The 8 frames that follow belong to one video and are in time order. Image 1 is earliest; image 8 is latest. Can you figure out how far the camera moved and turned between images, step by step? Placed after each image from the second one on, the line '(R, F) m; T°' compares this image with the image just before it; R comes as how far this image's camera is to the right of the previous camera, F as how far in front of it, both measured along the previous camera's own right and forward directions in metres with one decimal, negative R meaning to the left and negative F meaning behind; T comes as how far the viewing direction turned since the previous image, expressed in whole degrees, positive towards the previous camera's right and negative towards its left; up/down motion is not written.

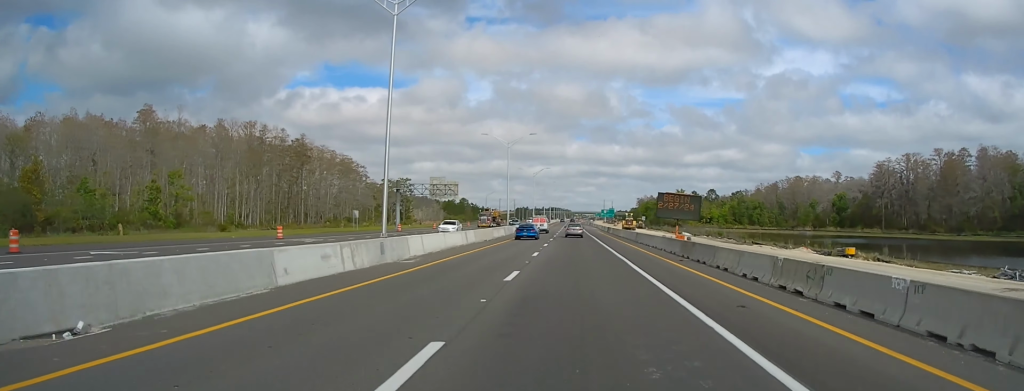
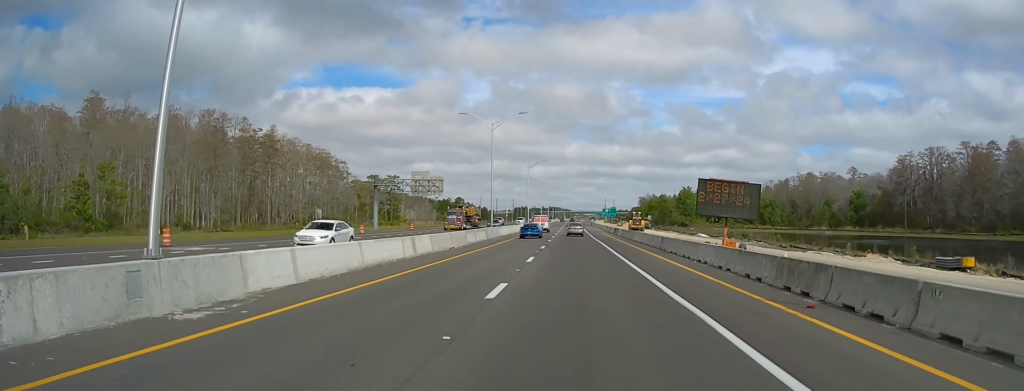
(+0.1, +16.1) m; 0°
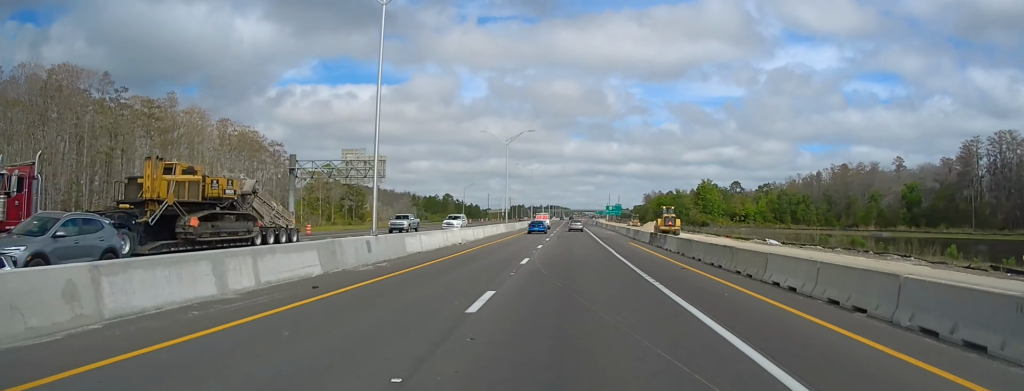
(-0.1, +38.7) m; 0°
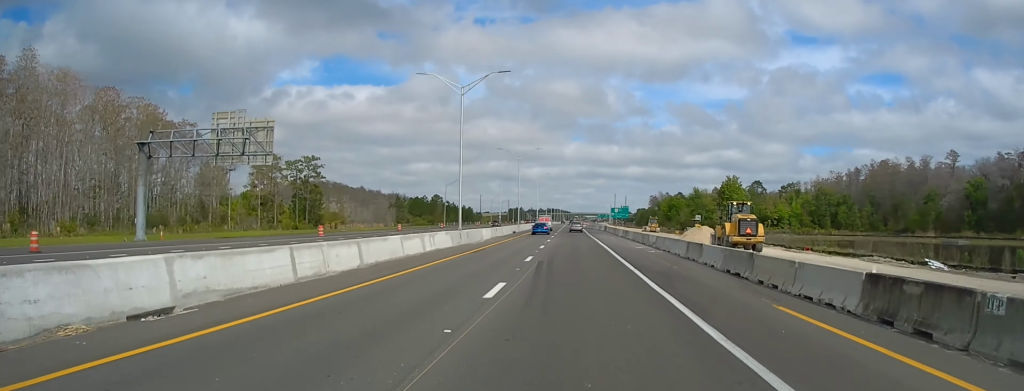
(0.0, +34.0) m; 0°
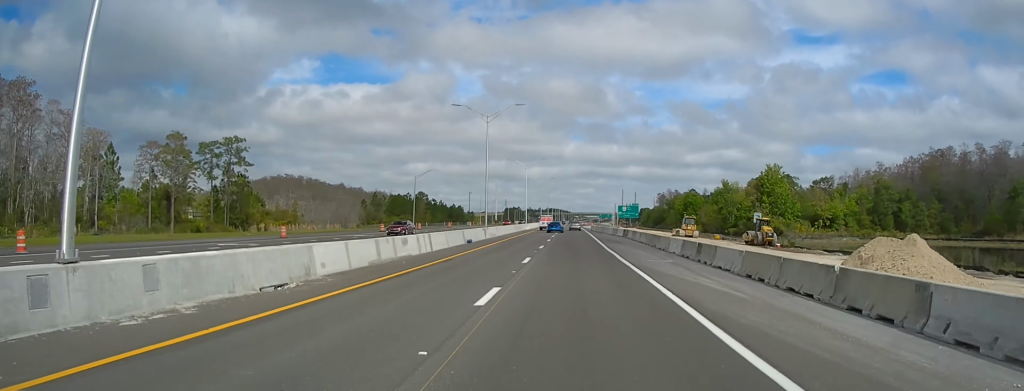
(0.0, +37.8) m; 0°
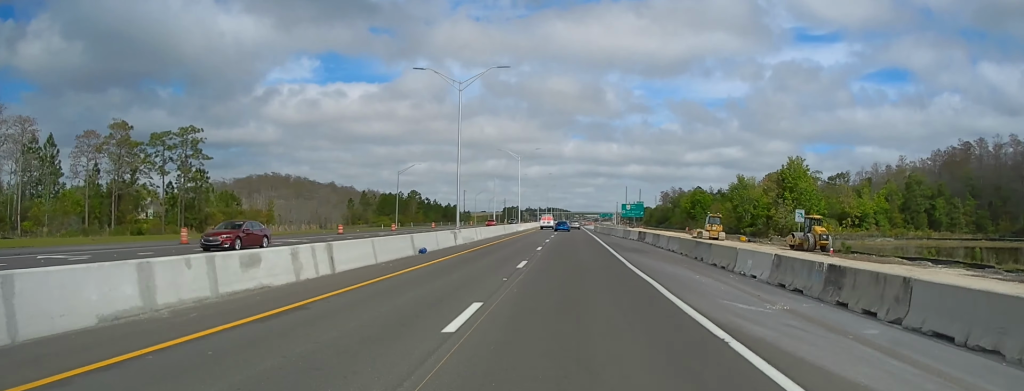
(0.0, +15.1) m; 0°
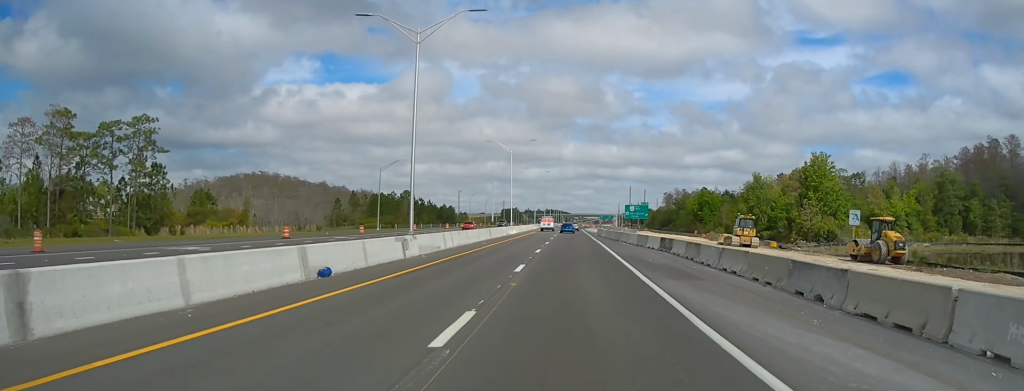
(0.0, +13.2) m; 0°
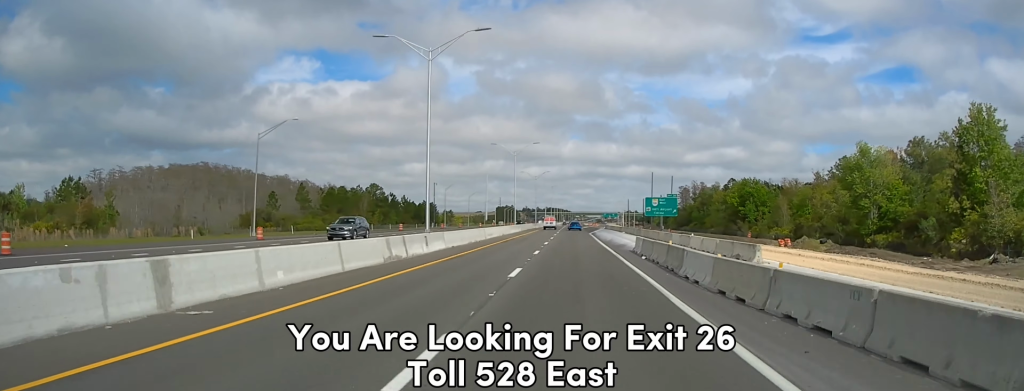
(0.0, +51.0) m; +1°
